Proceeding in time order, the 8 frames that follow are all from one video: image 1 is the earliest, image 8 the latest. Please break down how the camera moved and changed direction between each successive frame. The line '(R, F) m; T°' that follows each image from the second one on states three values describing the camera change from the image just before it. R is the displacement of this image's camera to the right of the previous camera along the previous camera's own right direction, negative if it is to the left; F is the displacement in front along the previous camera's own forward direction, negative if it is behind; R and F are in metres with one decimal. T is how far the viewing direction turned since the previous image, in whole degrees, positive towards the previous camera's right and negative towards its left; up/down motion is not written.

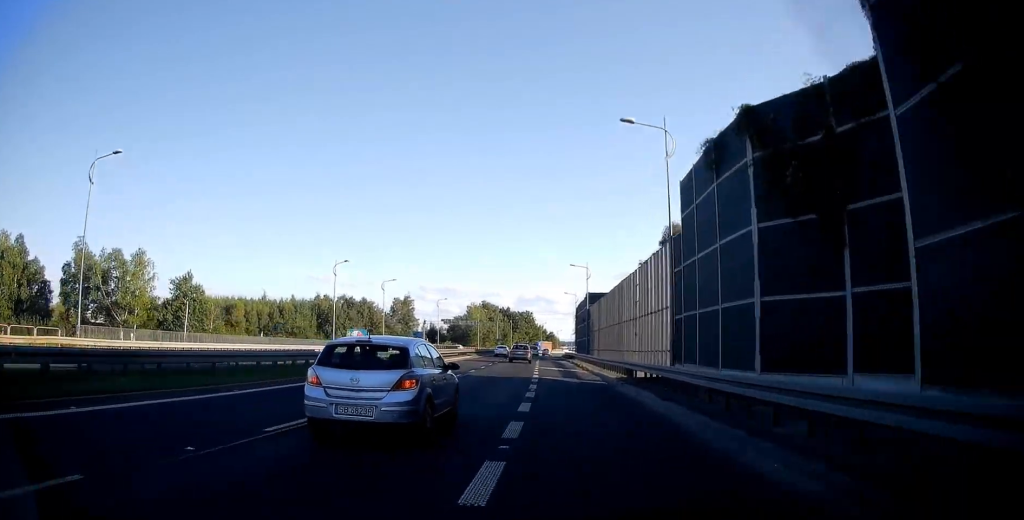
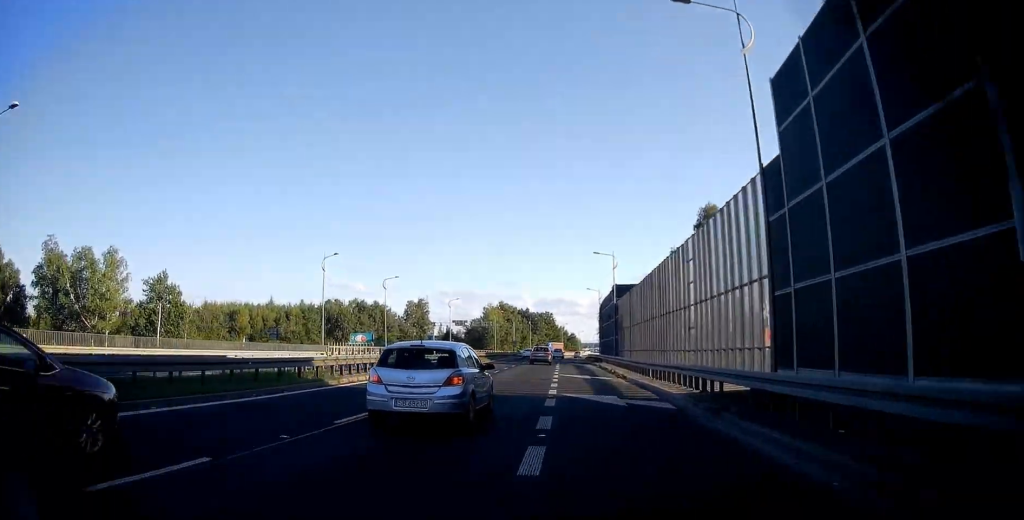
(-0.1, +8.7) m; -1°
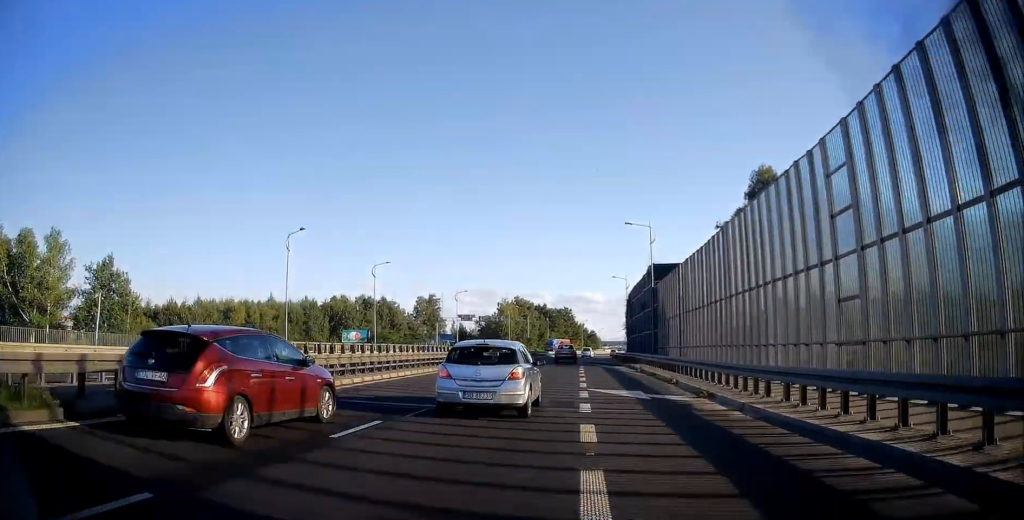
(-0.1, +10.7) m; -1°
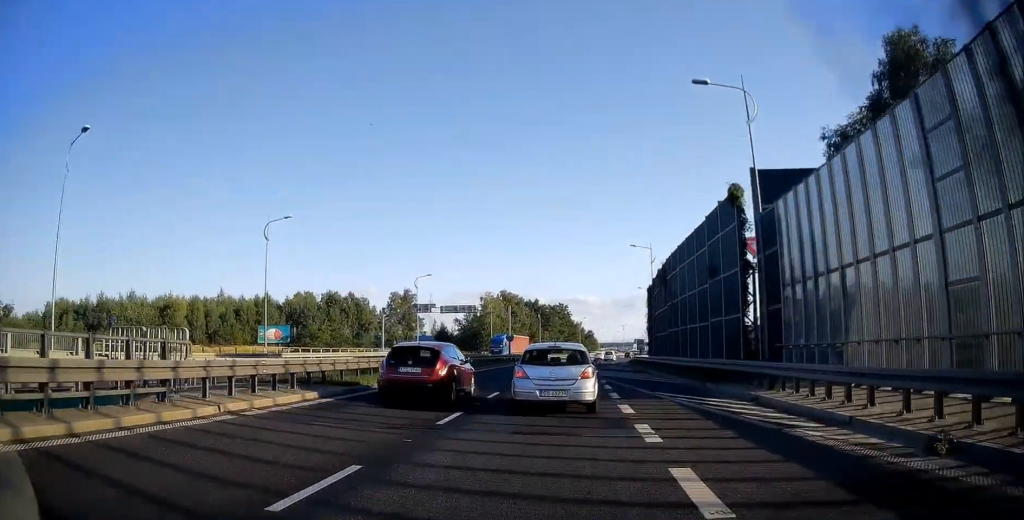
(-0.3, +19.4) m; -2°
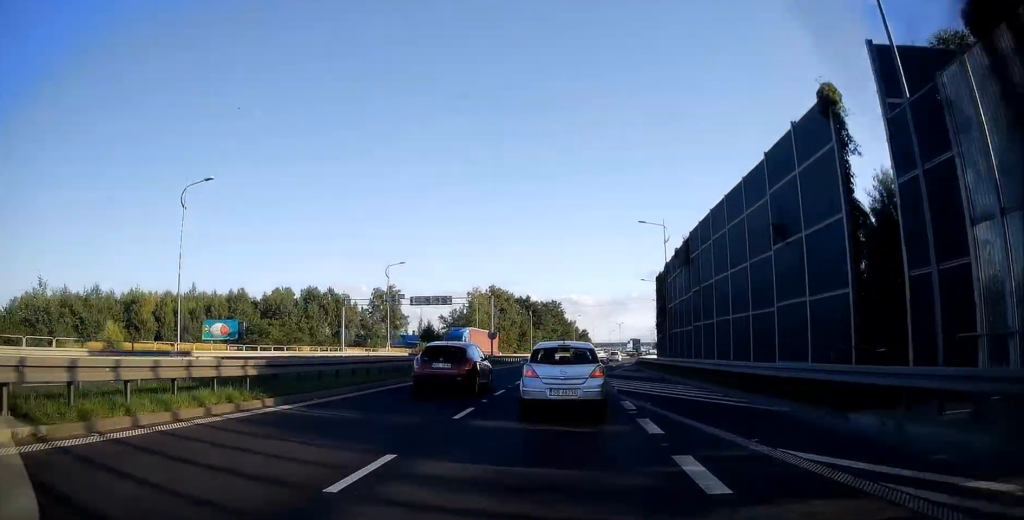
(0.0, +7.9) m; 0°
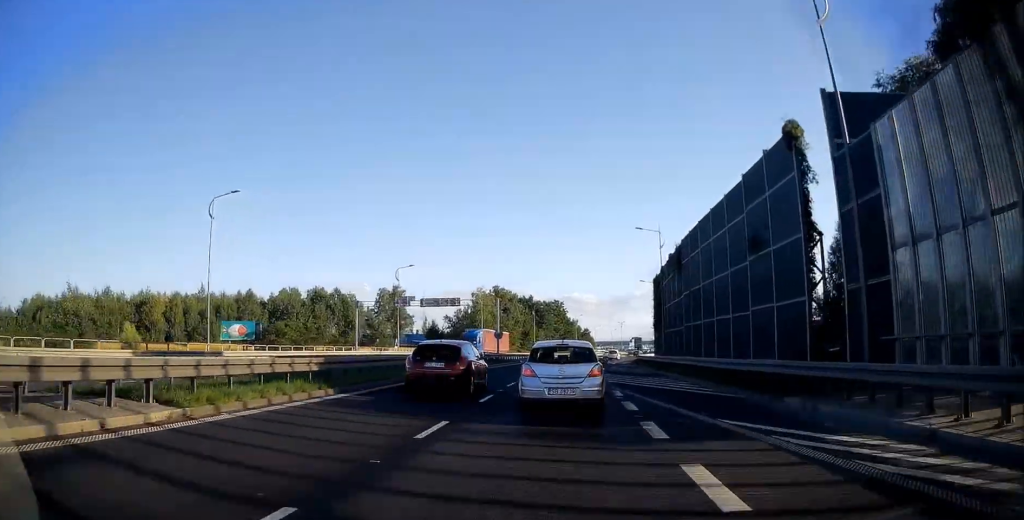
(0.0, +13.6) m; +1°
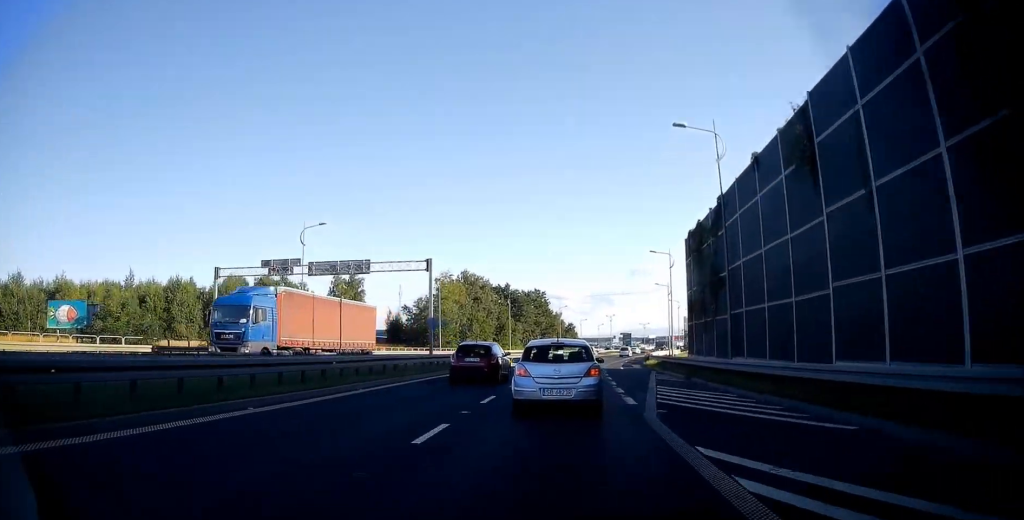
(+0.3, +17.7) m; +1°
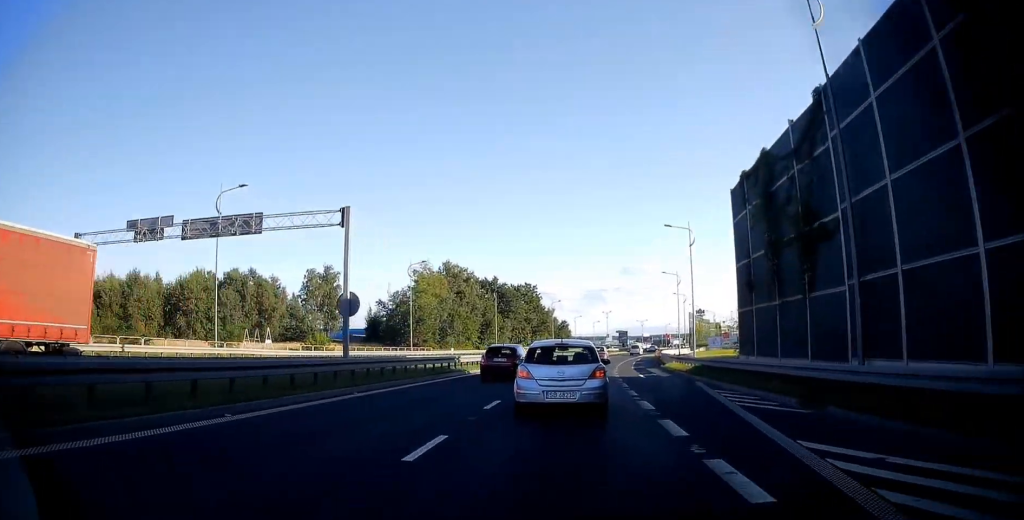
(0.0, +9.2) m; 0°
